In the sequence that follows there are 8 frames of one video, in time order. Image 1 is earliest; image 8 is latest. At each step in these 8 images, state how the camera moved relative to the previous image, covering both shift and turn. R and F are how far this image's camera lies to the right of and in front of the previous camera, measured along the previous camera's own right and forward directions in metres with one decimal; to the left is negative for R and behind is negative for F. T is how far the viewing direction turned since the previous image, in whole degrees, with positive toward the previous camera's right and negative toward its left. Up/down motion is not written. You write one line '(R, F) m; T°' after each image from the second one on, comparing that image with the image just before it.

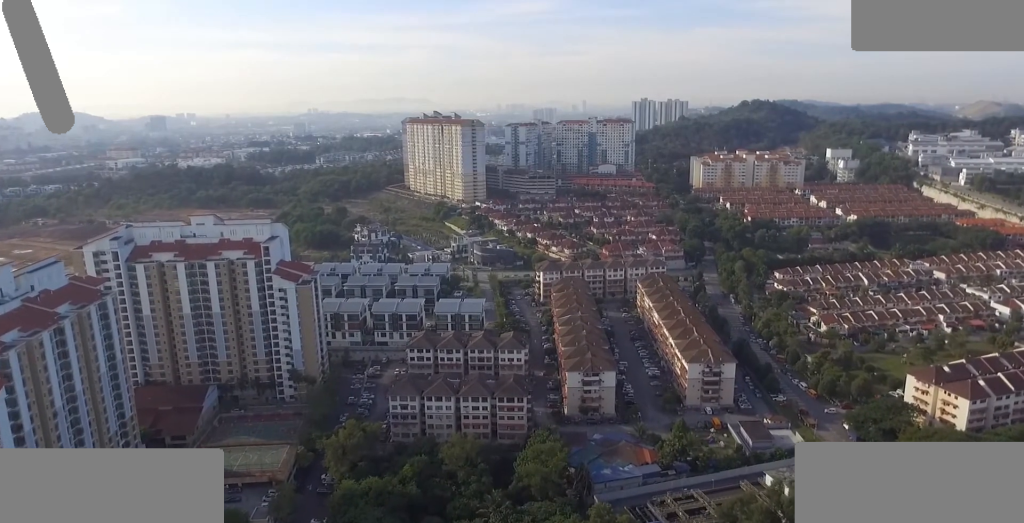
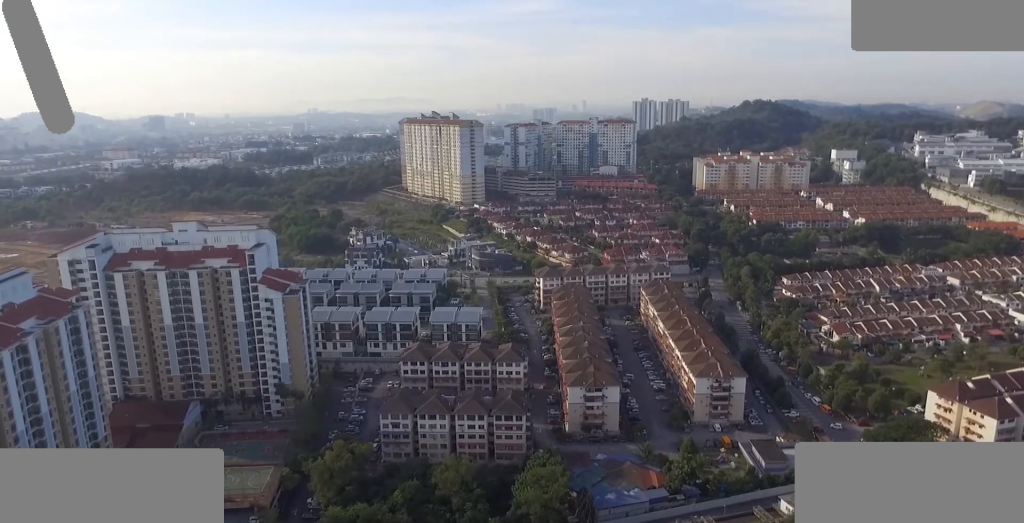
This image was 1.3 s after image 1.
(0.0, +13.1) m; 0°
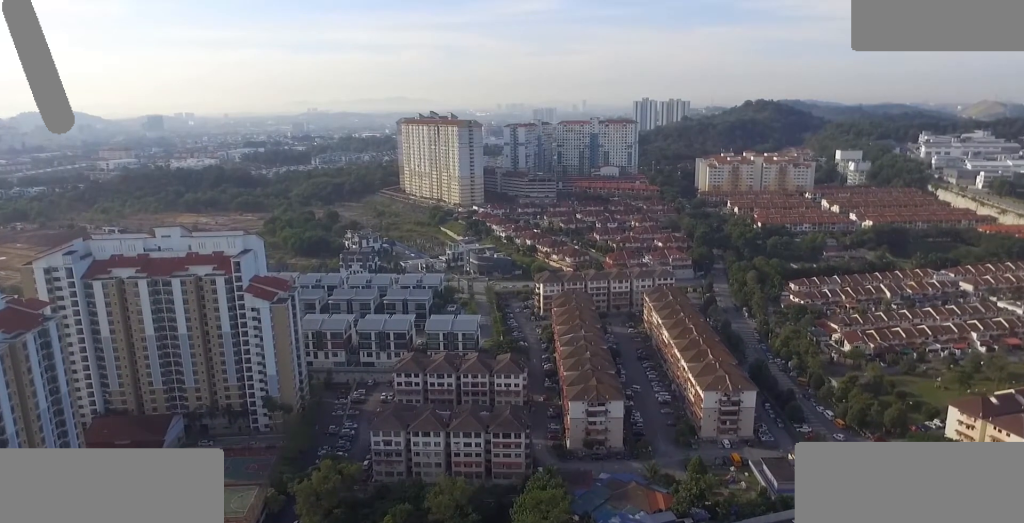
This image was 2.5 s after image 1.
(0.0, +11.9) m; 0°
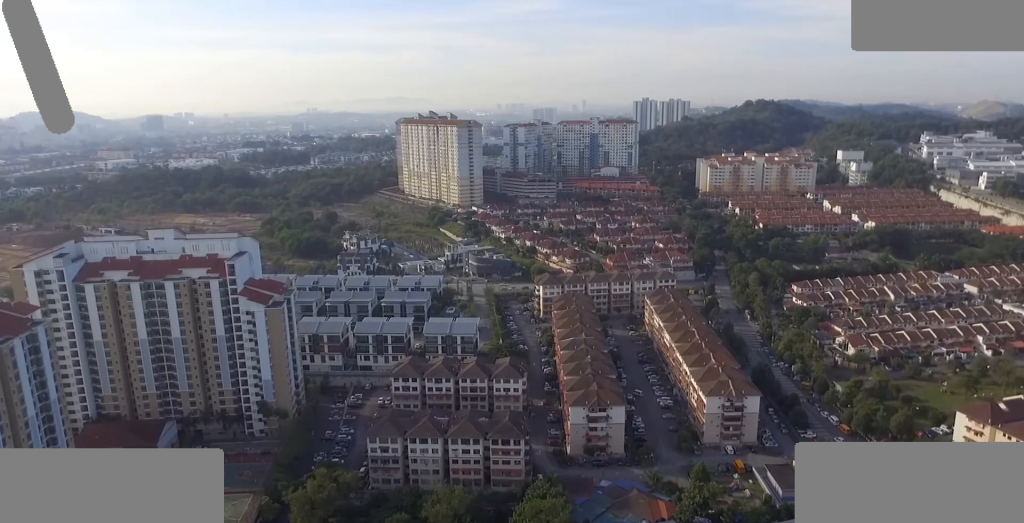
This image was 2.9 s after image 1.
(0.0, +4.0) m; 0°
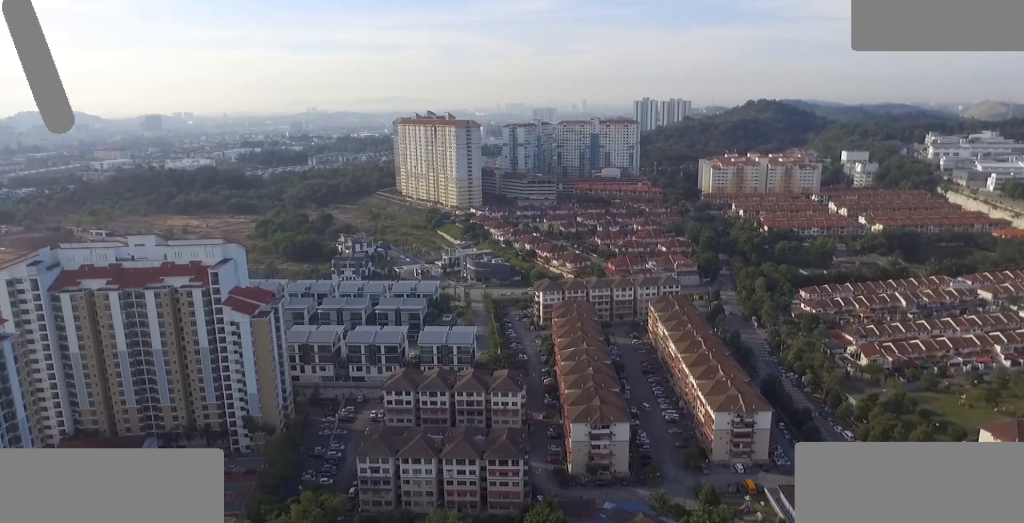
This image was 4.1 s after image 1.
(0.0, +11.5) m; 0°
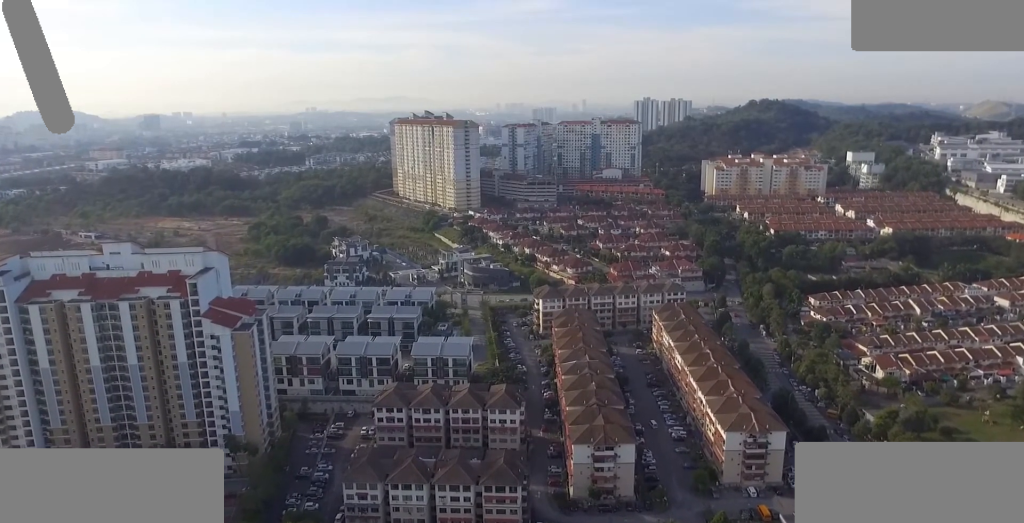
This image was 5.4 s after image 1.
(-0.1, +13.1) m; 0°
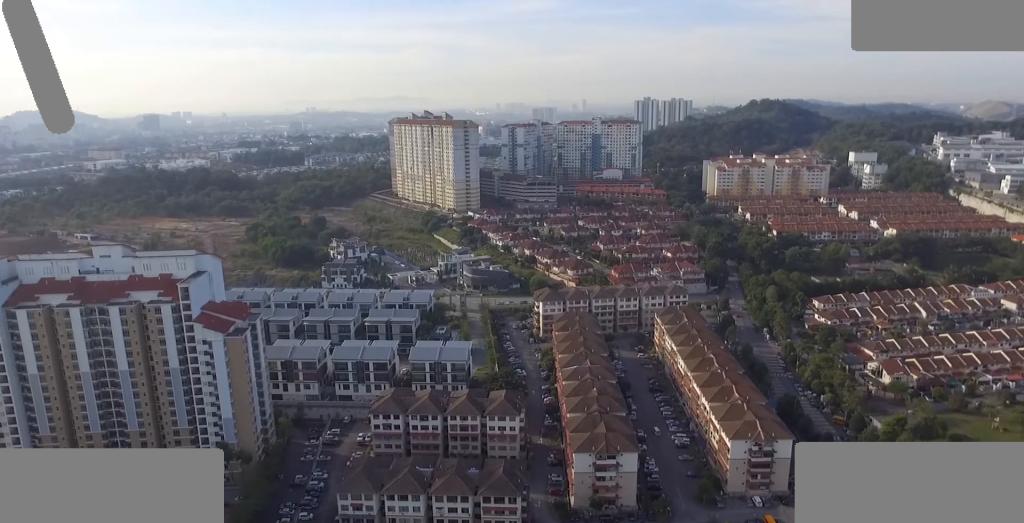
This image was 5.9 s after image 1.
(0.0, +5.1) m; 0°
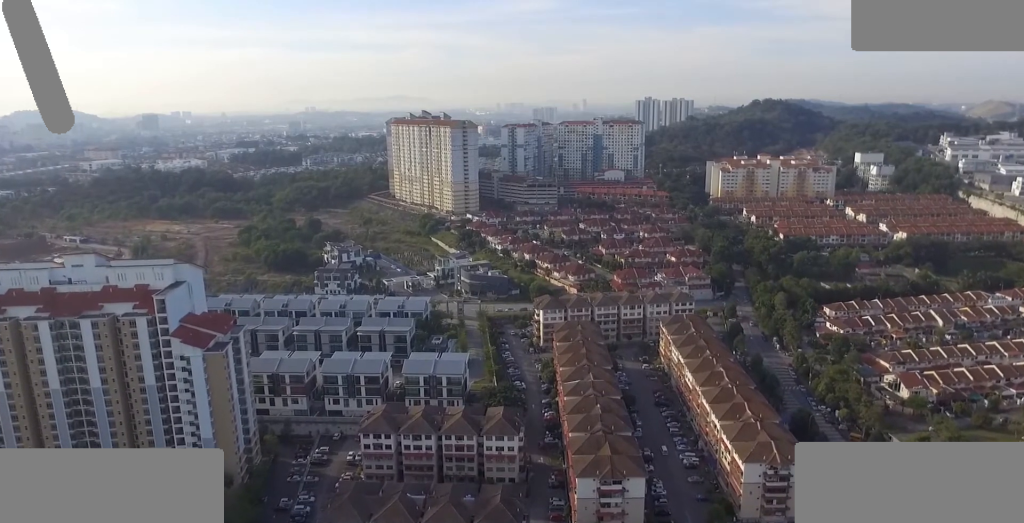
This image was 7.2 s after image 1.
(0.0, +12.6) m; 0°
